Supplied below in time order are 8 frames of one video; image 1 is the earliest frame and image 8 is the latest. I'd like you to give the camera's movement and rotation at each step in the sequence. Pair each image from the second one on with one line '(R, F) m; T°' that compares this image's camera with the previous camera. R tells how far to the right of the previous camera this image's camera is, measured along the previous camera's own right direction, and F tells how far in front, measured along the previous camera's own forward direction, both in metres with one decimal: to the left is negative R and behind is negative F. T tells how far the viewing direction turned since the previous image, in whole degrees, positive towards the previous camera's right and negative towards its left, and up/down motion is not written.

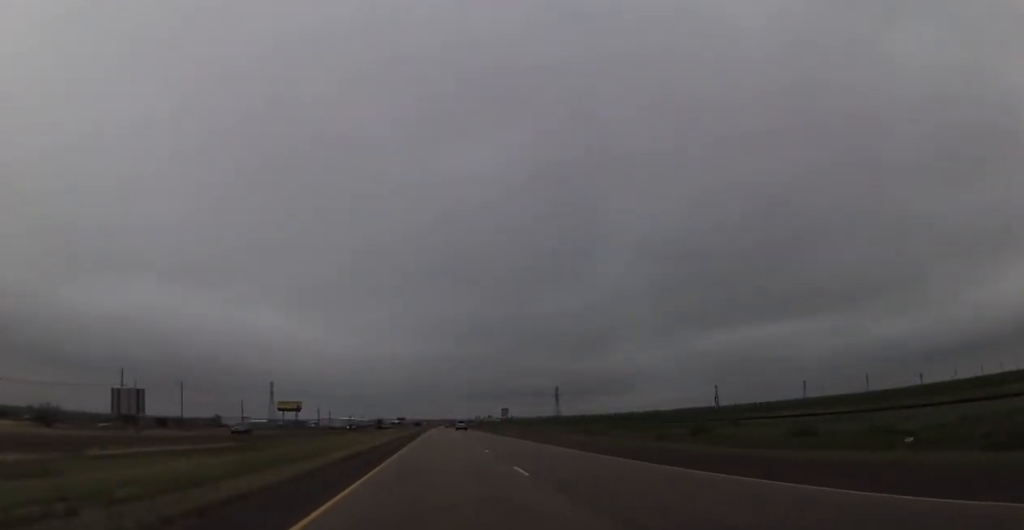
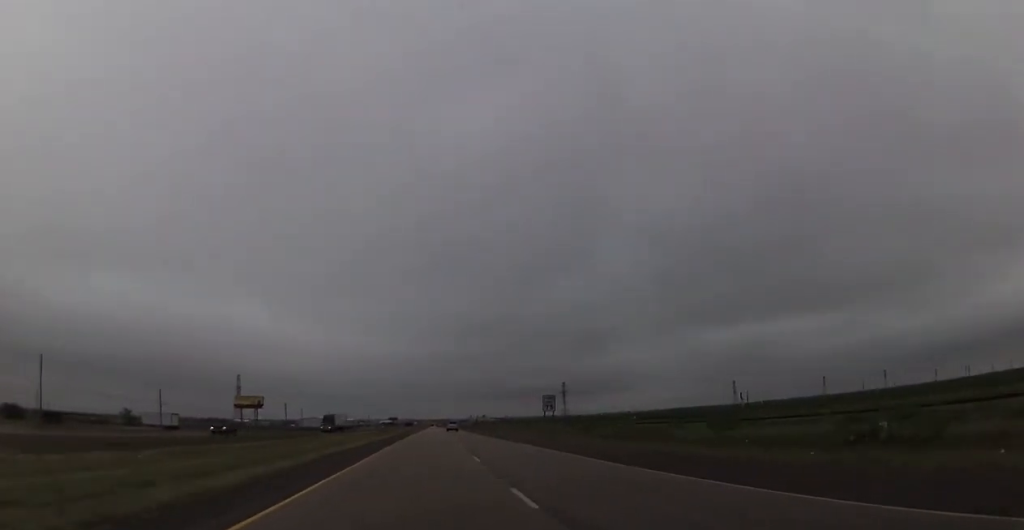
(+0.2, +55.3) m; +1°
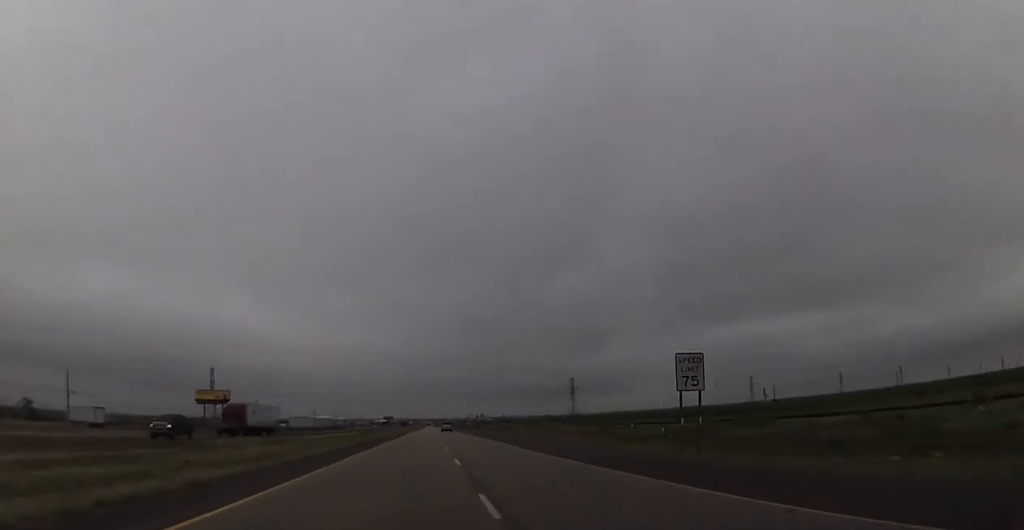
(+0.2, +37.6) m; 0°
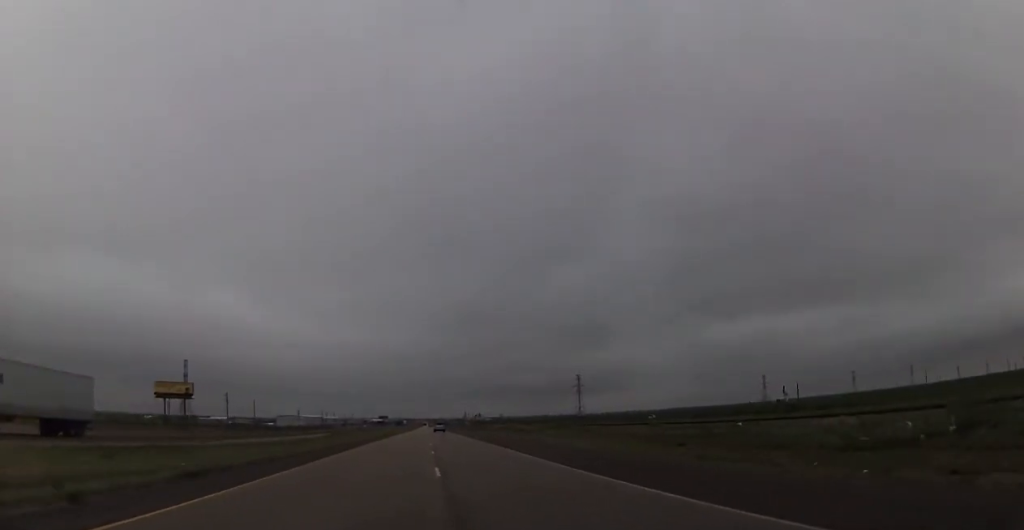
(0.0, +29.4) m; 0°
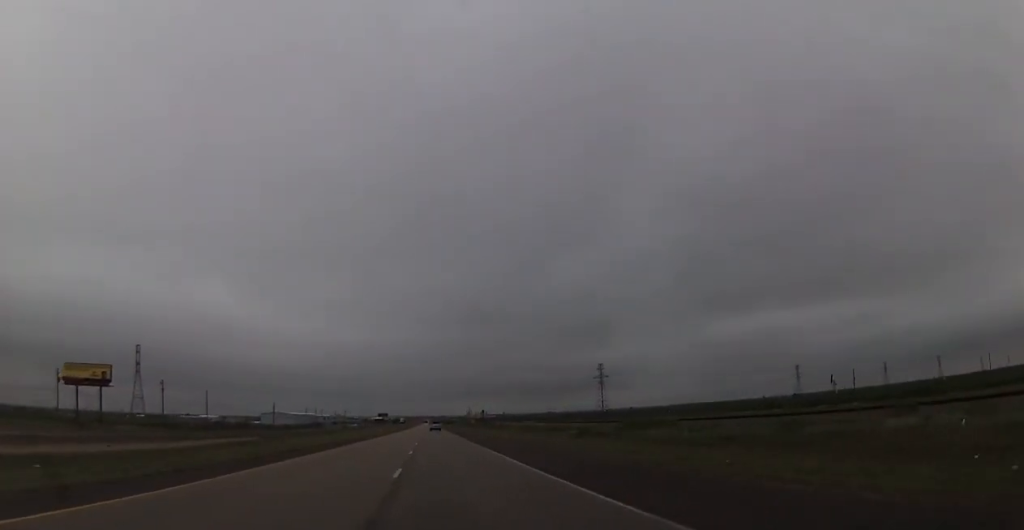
(0.0, +49.4) m; 0°
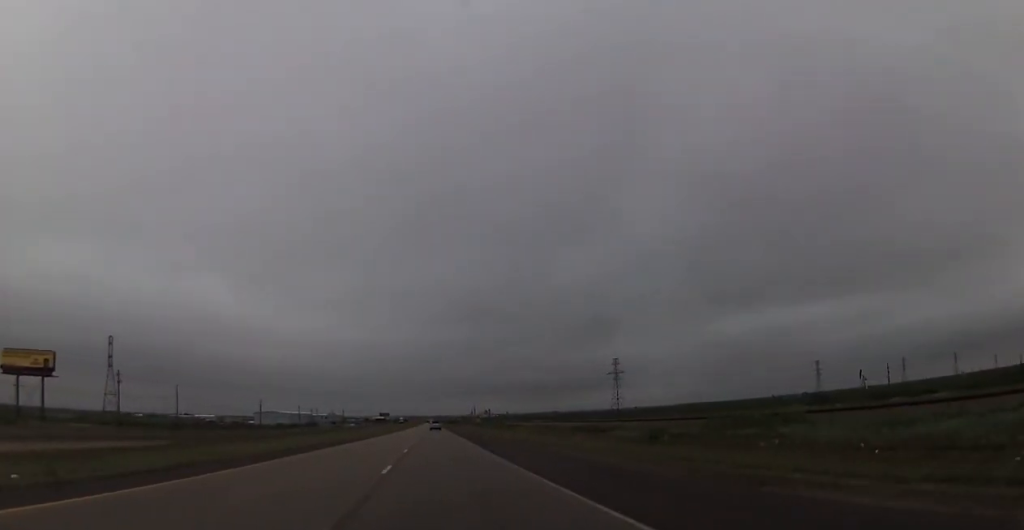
(0.0, +23.6) m; 0°
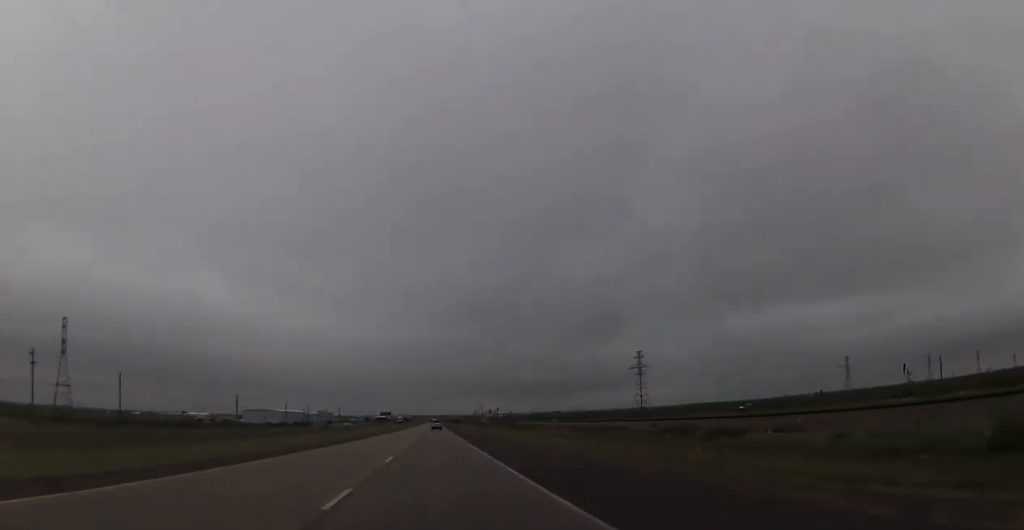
(+0.1, +31.9) m; 0°
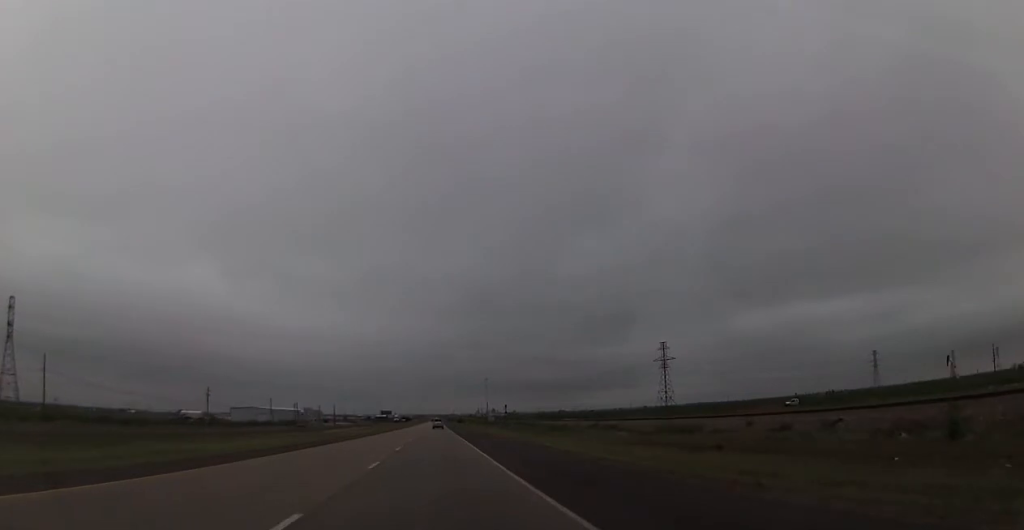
(0.0, +28.4) m; 0°
